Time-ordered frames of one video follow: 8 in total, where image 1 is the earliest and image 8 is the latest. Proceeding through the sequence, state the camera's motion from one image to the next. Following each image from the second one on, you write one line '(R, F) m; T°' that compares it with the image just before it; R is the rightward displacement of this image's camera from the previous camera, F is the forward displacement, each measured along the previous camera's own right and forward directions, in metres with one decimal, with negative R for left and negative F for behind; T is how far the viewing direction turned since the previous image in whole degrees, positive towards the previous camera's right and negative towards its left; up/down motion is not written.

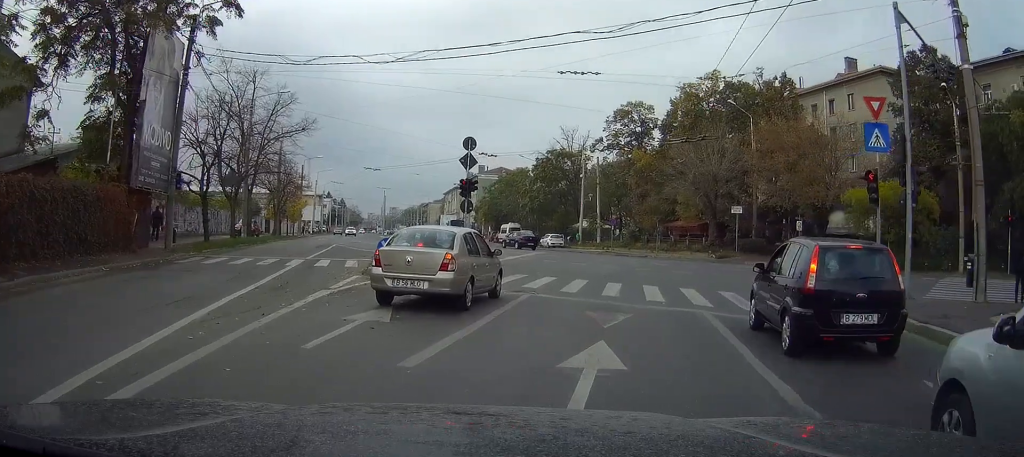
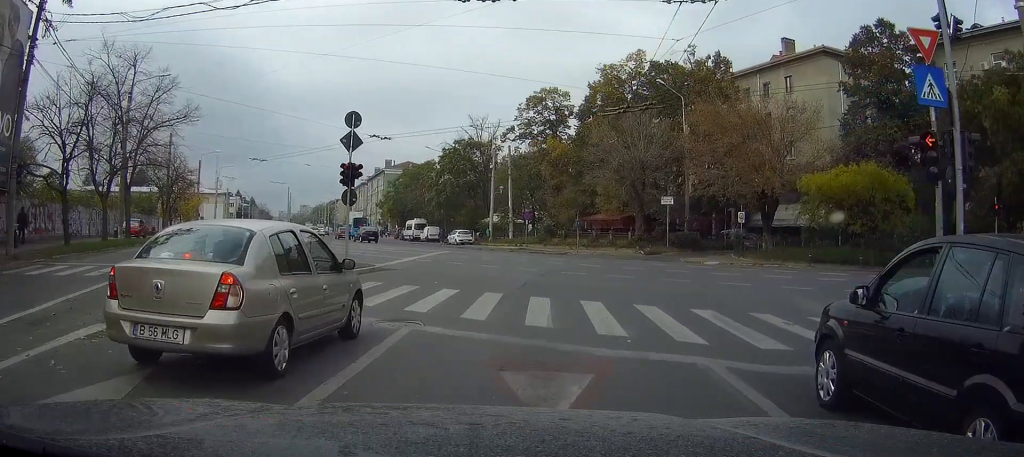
(+0.2, +6.6) m; +4°
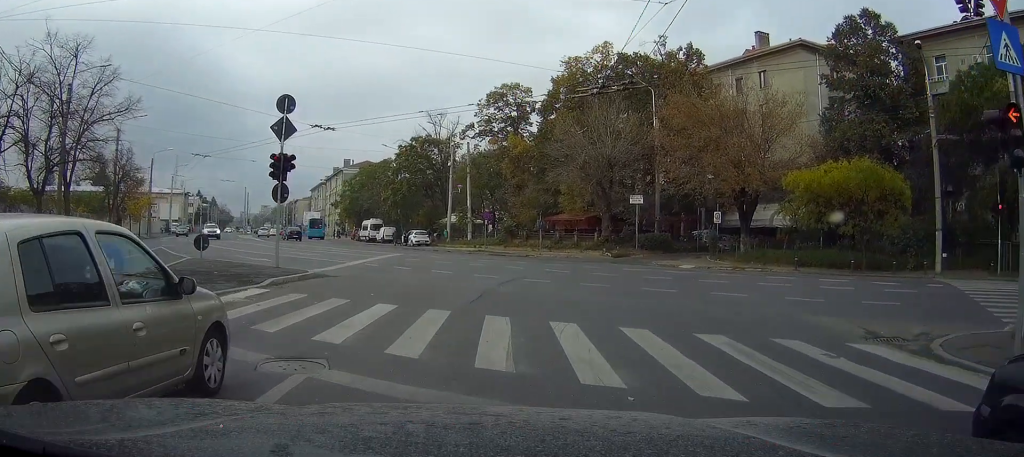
(+0.2, +3.9) m; +3°
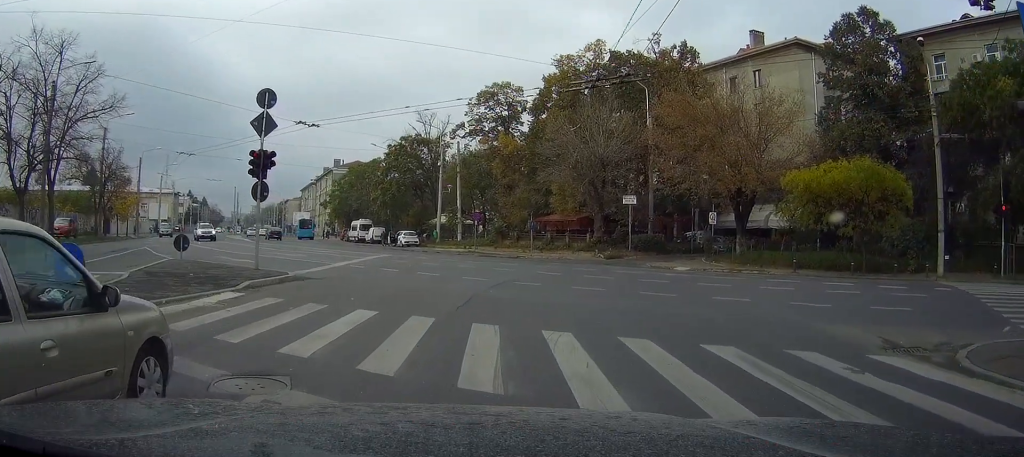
(+0.1, +1.2) m; 0°
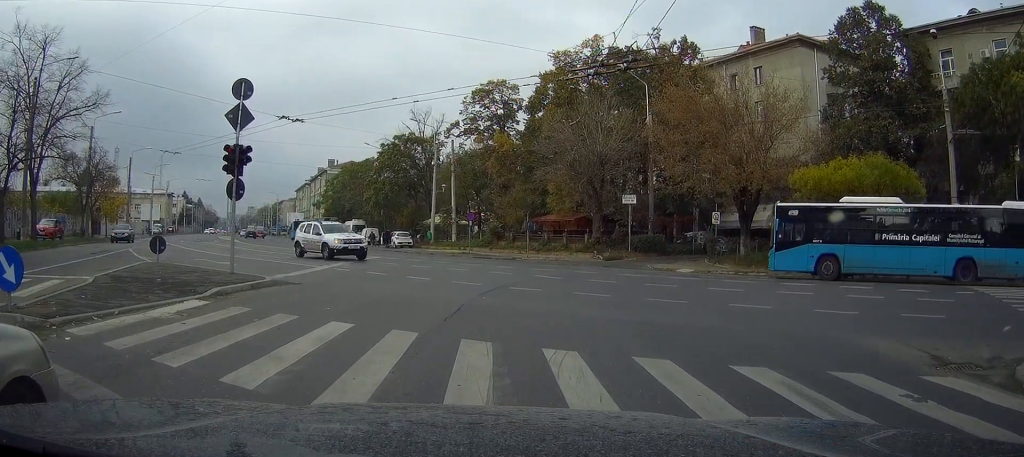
(-0.4, +1.9) m; 0°
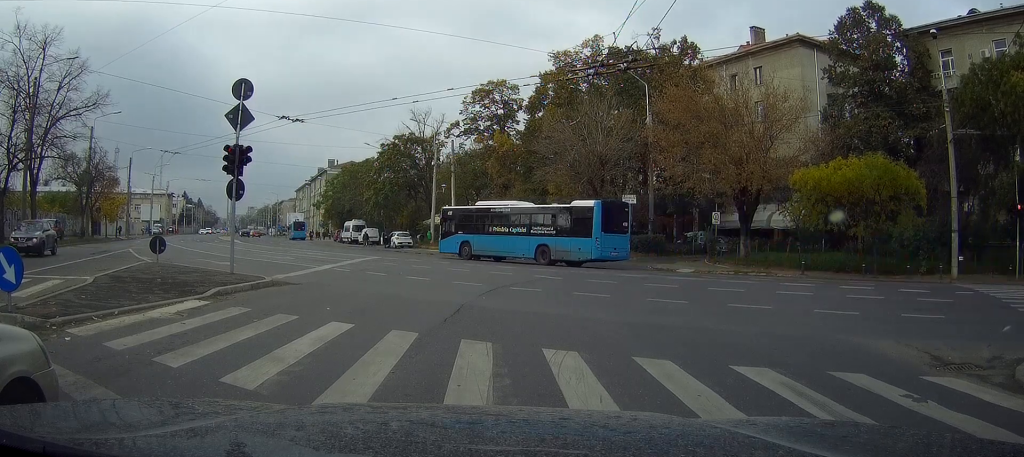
(-0.1, +0.4) m; 0°
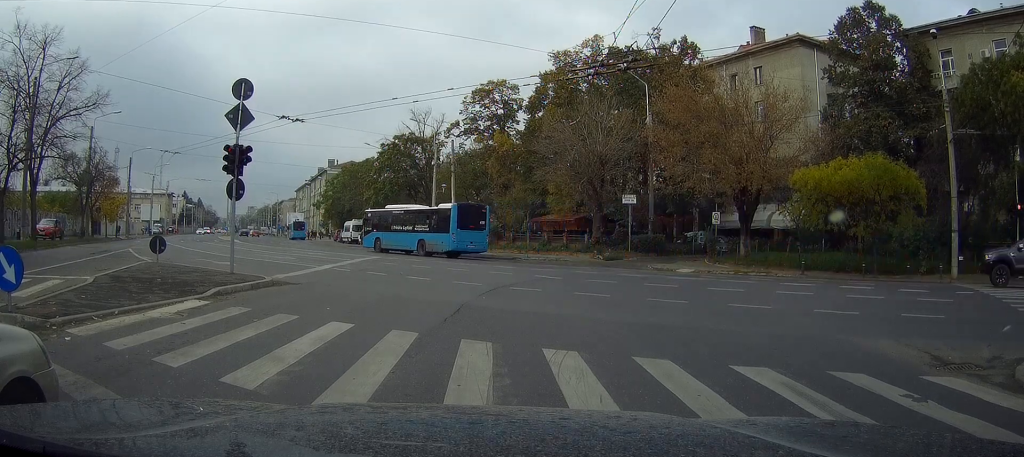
(0.0, 0.0) m; 0°
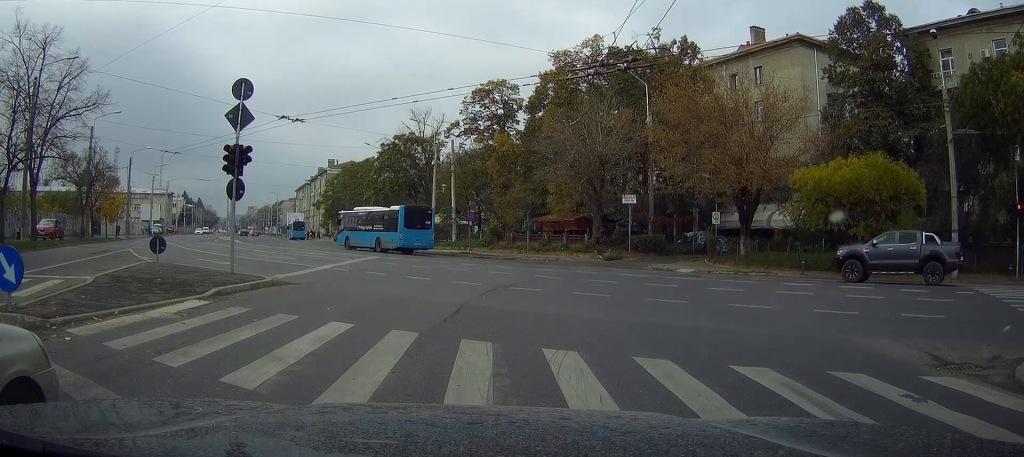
(0.0, 0.0) m; 0°
